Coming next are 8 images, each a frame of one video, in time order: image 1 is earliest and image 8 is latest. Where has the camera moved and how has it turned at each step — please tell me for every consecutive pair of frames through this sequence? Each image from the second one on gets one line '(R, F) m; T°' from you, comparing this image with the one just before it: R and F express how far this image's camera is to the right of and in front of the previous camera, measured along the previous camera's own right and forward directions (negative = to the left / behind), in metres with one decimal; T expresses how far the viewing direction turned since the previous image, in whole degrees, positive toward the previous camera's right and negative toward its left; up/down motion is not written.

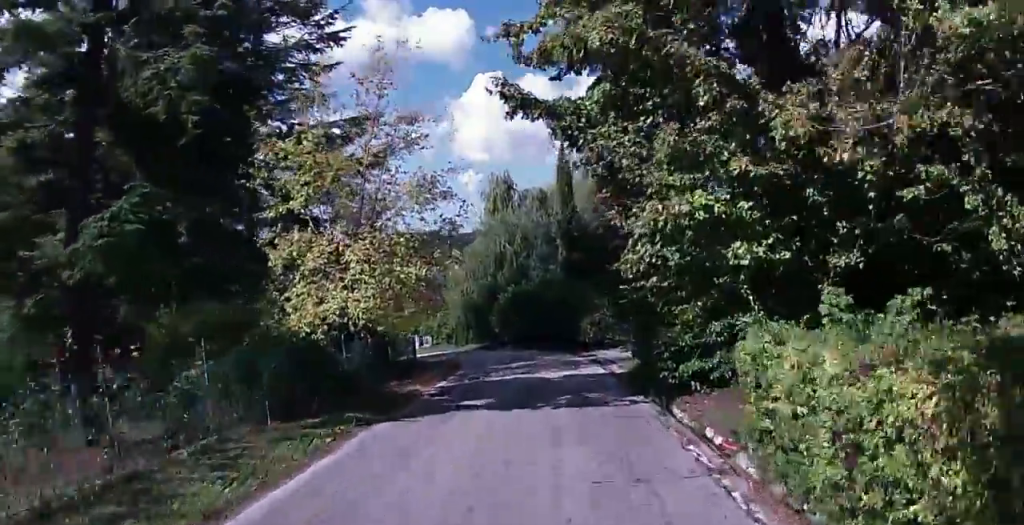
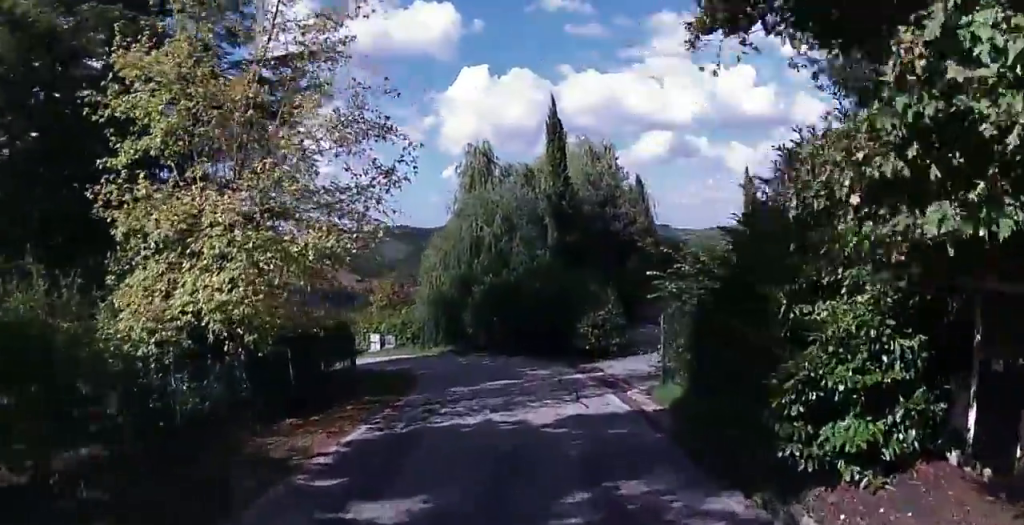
(+0.1, +8.7) m; +2°
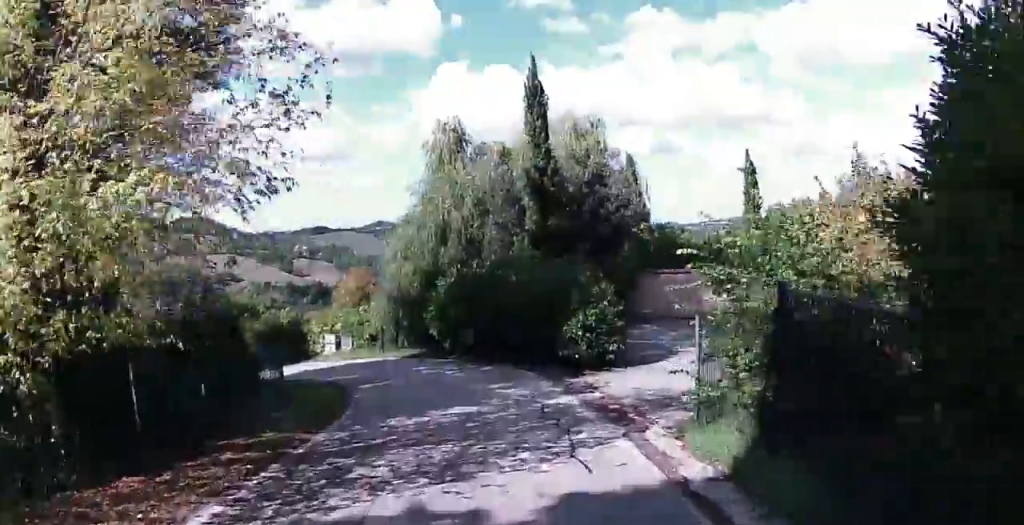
(+0.1, +5.7) m; +1°
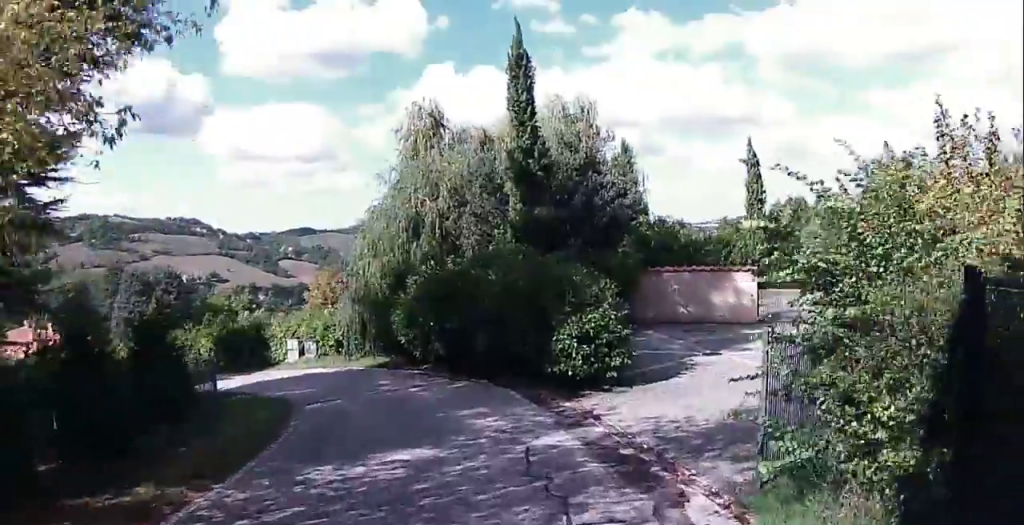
(0.0, +4.0) m; +1°
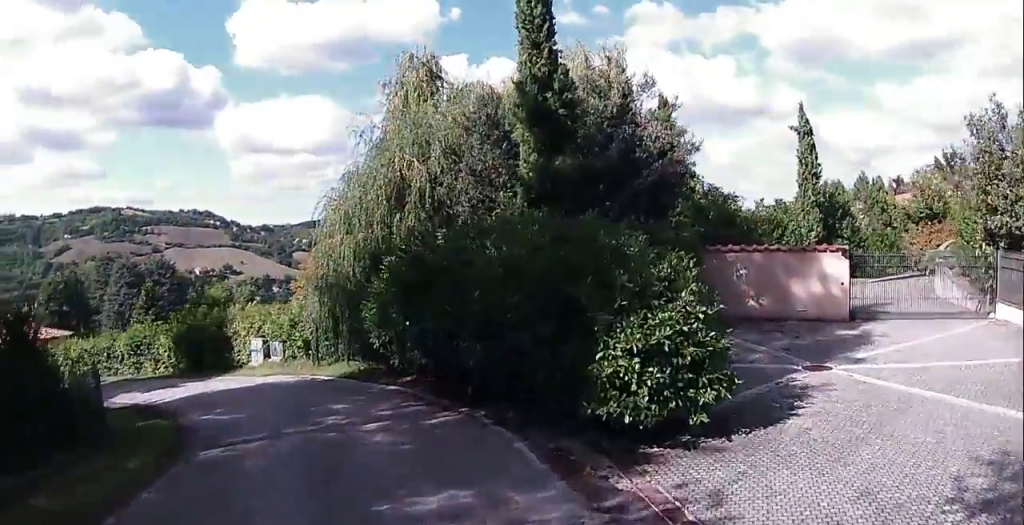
(+0.1, +6.8) m; -8°
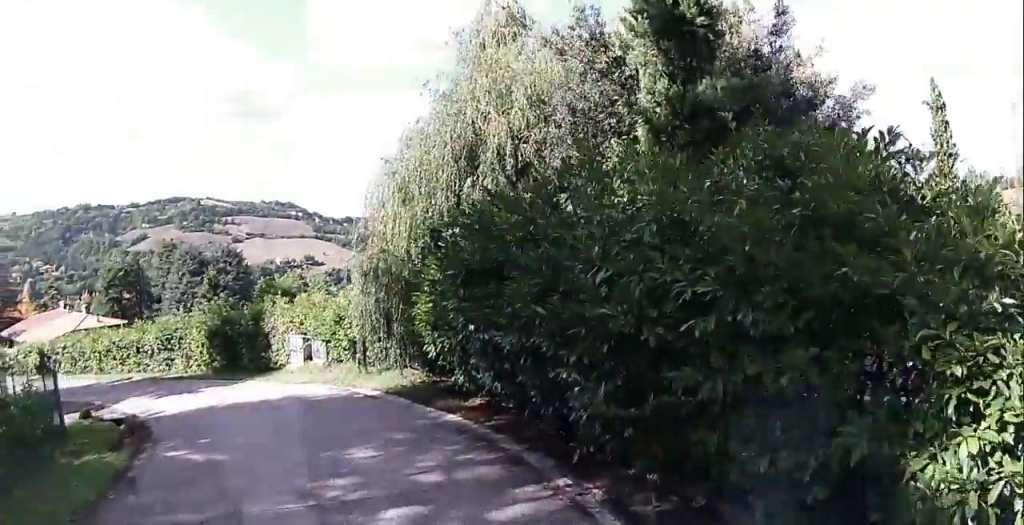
(-0.8, +5.3) m; -12°
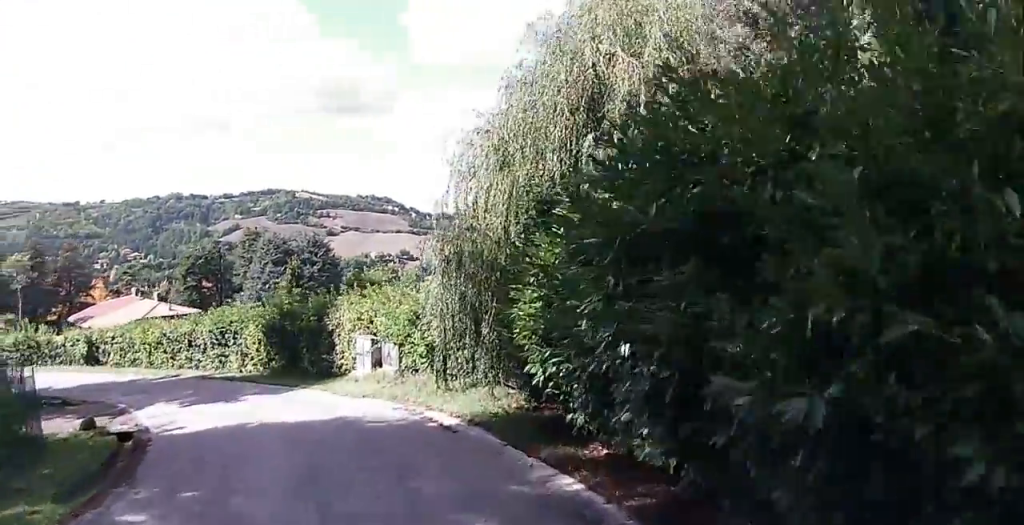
(-0.4, +4.4) m; -4°
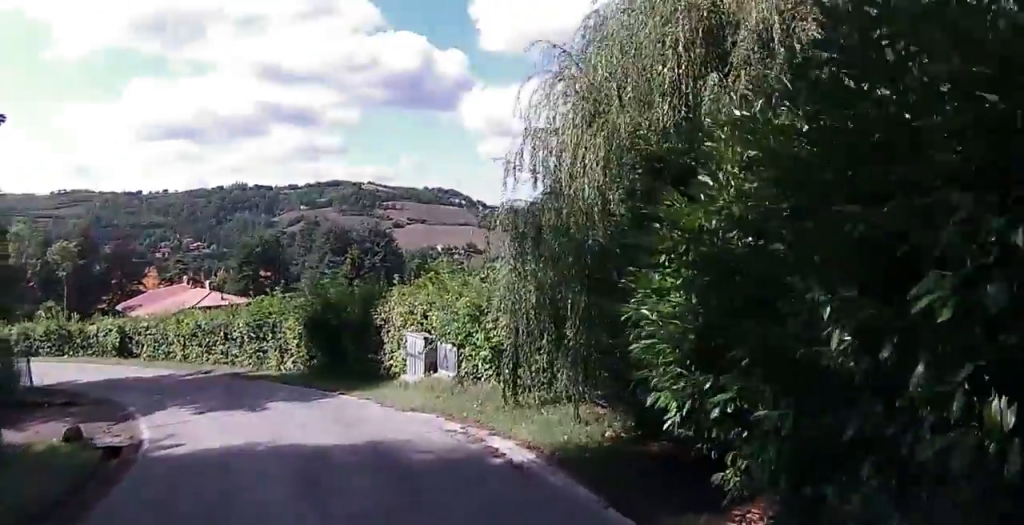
(-0.1, +3.2) m; -1°
